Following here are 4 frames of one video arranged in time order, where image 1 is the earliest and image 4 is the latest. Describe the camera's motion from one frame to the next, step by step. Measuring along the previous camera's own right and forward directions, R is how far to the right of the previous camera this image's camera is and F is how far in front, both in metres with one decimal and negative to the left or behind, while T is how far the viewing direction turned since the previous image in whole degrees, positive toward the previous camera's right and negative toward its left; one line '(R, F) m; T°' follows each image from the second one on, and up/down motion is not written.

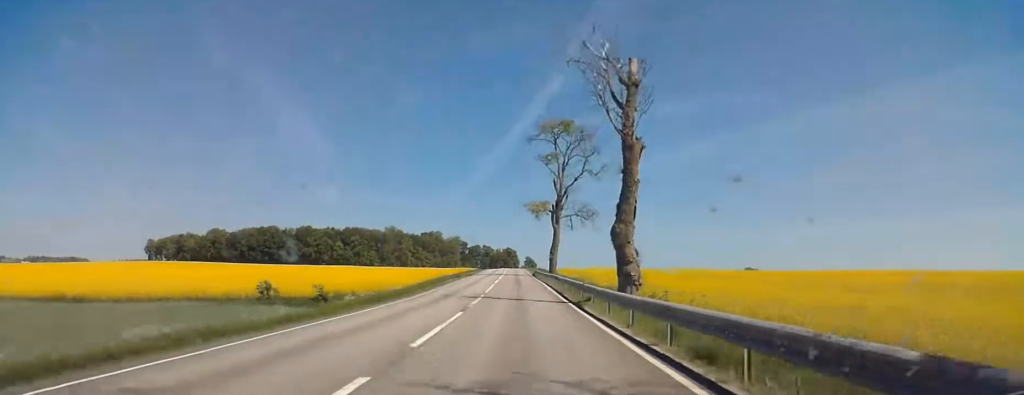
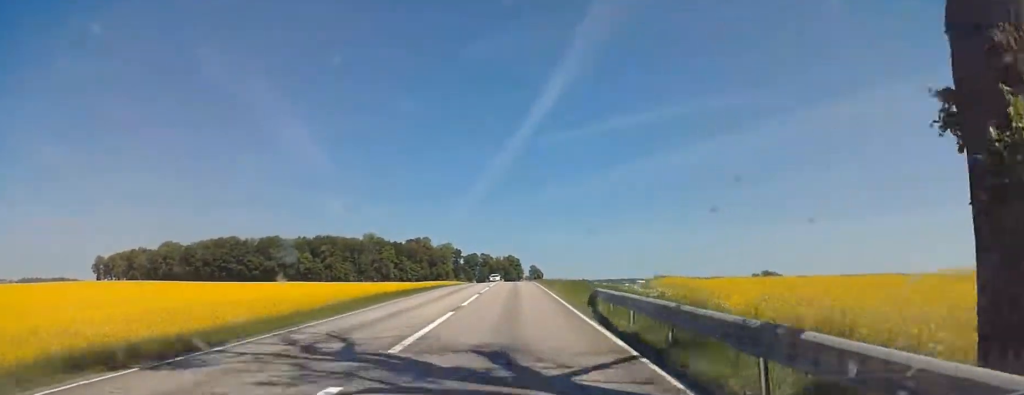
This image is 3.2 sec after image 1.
(-0.1, +74.3) m; 0°
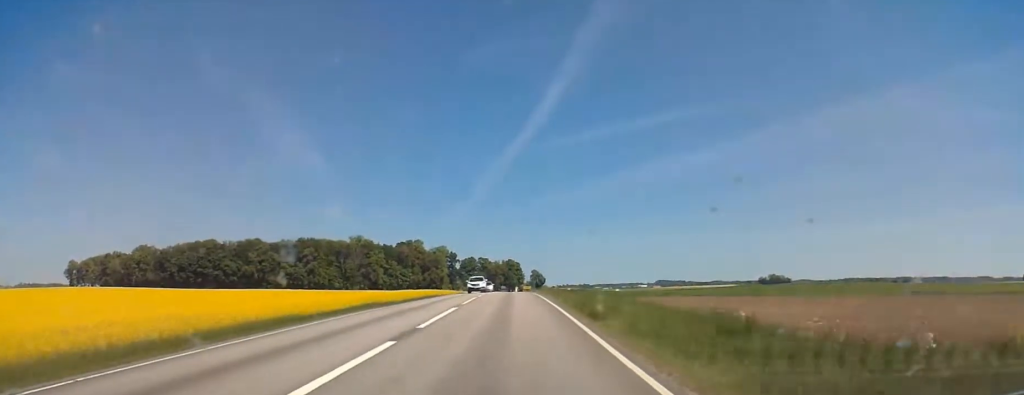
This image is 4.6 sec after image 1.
(-0.1, +31.9) m; 0°
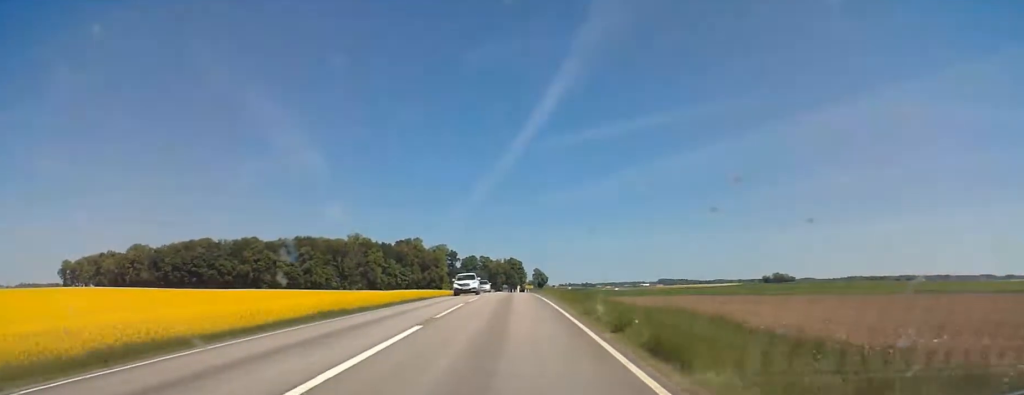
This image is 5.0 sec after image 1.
(-0.1, +9.2) m; 0°
